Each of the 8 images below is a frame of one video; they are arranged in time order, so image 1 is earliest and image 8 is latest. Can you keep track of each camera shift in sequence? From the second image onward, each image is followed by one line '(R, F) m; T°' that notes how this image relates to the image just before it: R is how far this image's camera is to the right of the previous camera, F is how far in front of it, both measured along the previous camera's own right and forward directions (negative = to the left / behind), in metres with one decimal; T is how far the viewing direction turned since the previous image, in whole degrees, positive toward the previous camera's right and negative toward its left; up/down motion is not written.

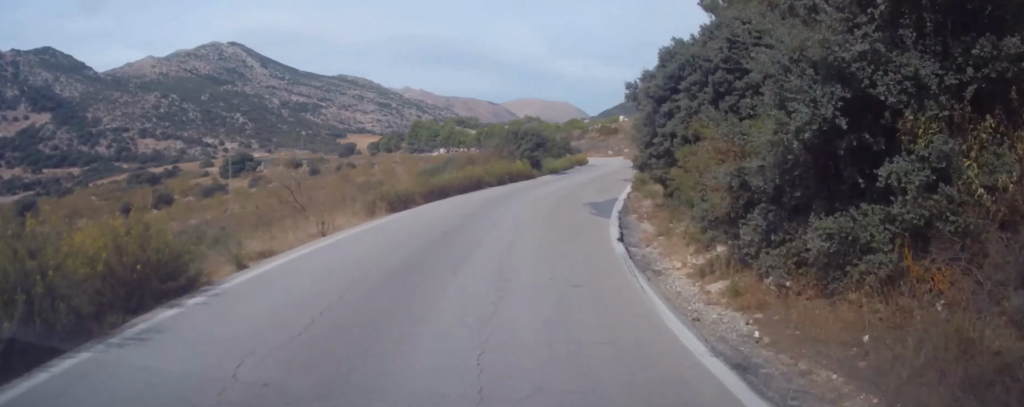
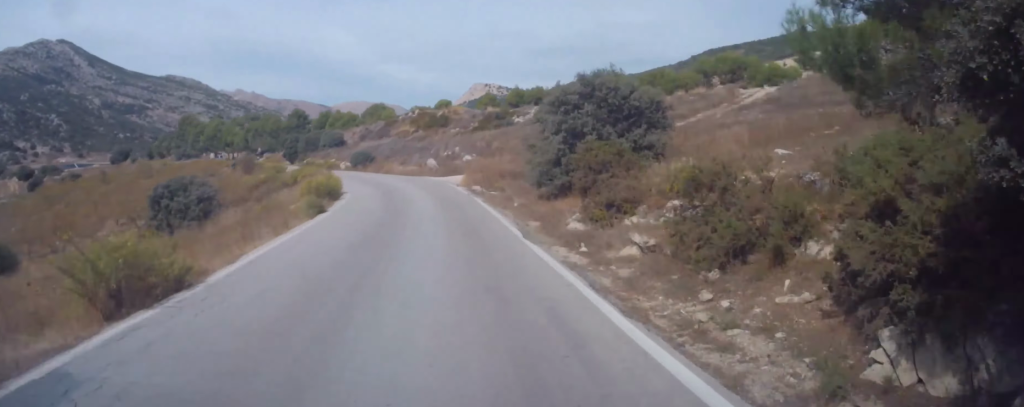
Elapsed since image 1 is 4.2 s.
(-0.8, +65.5) m; -7°
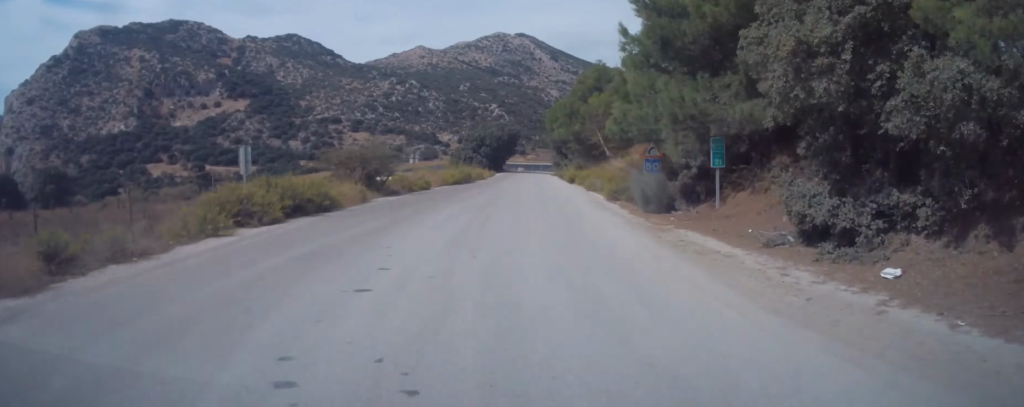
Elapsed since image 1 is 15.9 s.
(-28.0, +183.4) m; -7°
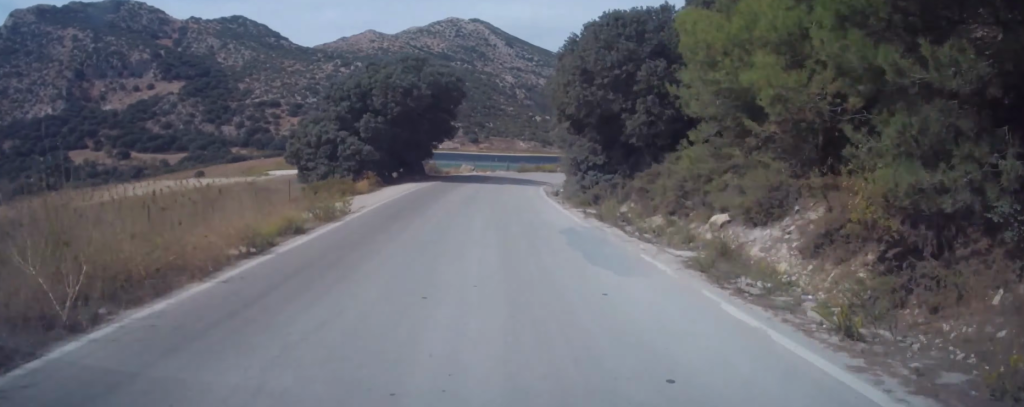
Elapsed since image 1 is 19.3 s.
(-2.3, +49.8) m; +8°
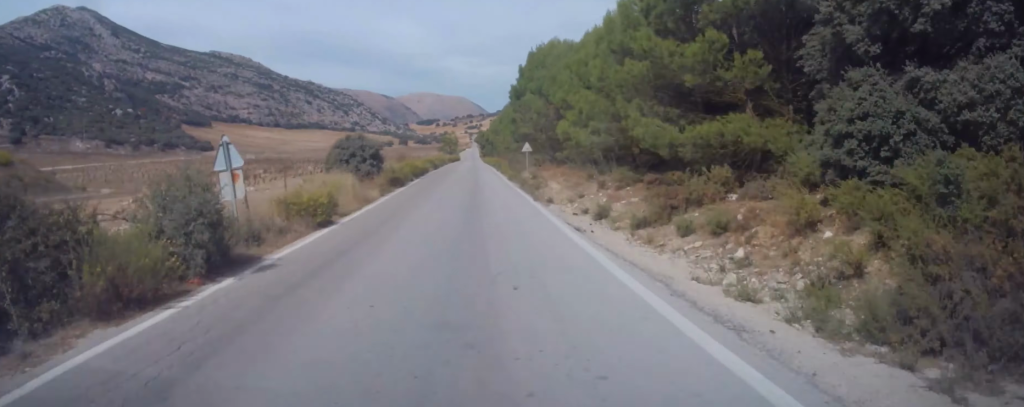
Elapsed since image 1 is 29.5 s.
(+38.6, +187.6) m; +15°
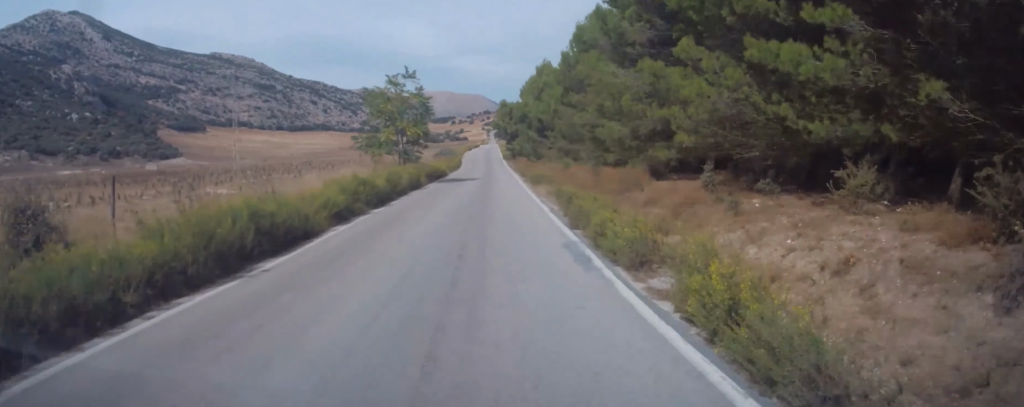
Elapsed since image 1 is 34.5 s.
(+0.1, +112.7) m; 0°
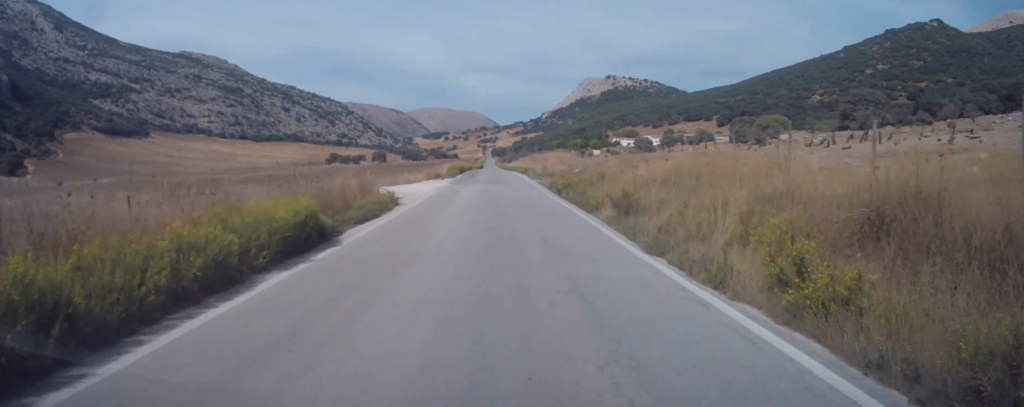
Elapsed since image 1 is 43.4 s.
(+0.7, +200.1) m; 0°
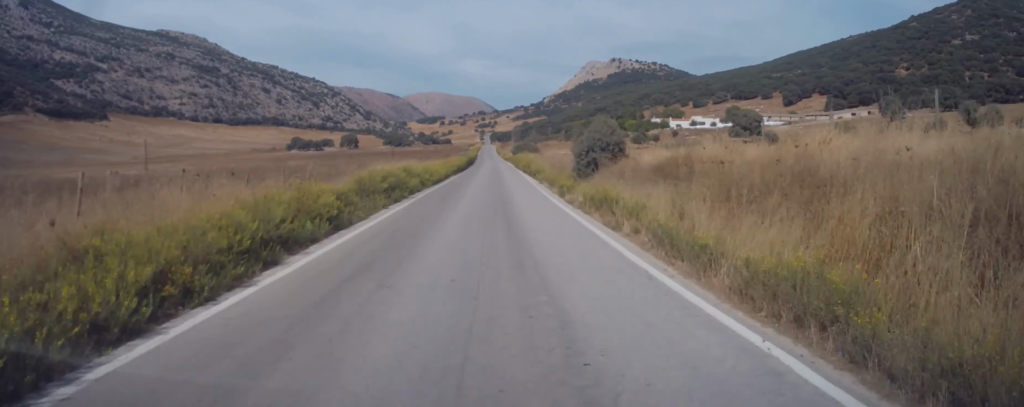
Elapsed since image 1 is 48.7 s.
(+0.5, +112.3) m; 0°
